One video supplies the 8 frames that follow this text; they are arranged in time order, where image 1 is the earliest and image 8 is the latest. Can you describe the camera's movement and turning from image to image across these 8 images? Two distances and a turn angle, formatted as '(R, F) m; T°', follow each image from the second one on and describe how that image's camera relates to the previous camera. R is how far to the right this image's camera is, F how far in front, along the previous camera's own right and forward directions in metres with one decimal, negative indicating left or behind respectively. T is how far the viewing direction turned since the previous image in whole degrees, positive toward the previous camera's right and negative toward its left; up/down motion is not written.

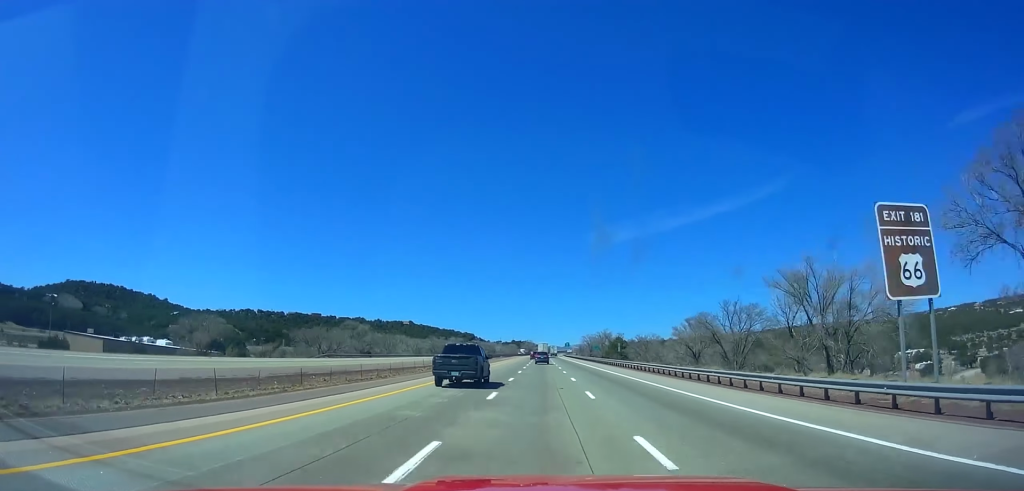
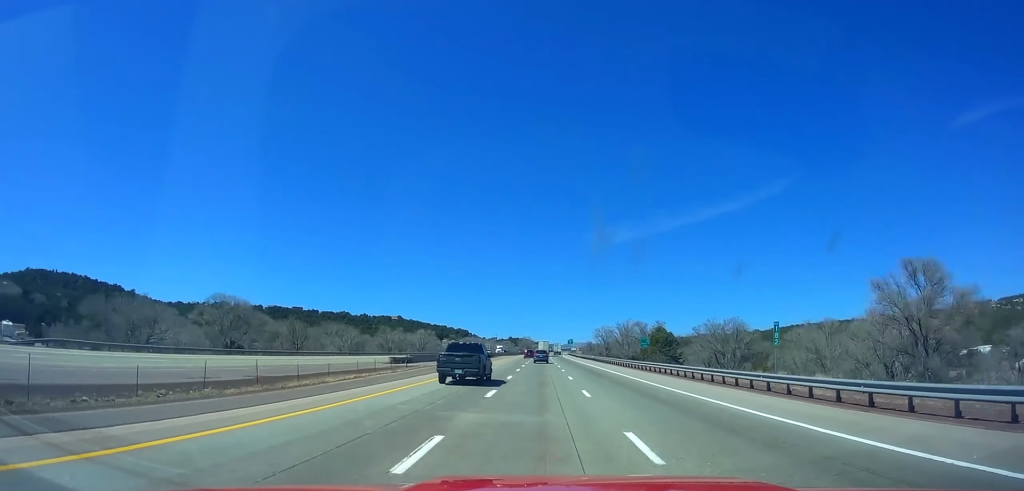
(+0.1, +59.4) m; 0°
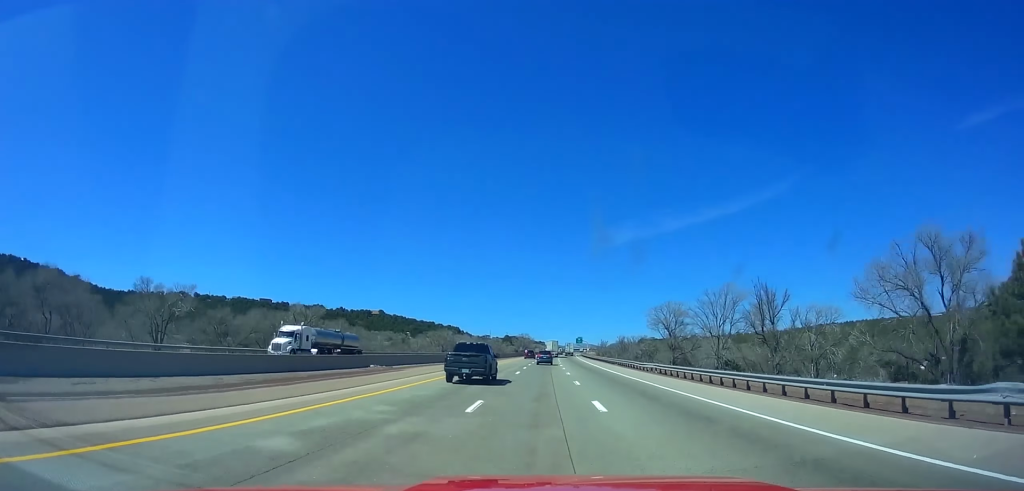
(0.0, +88.8) m; 0°
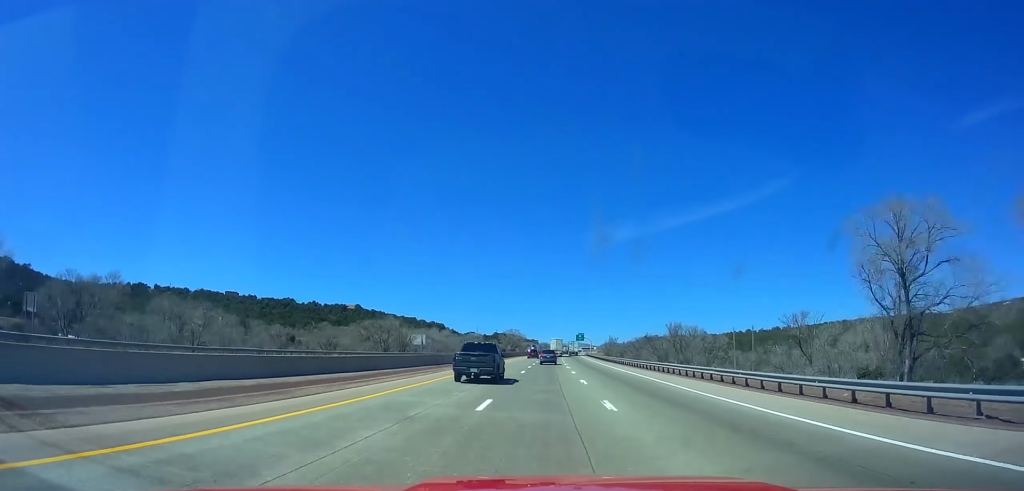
(-0.5, +58.8) m; +1°
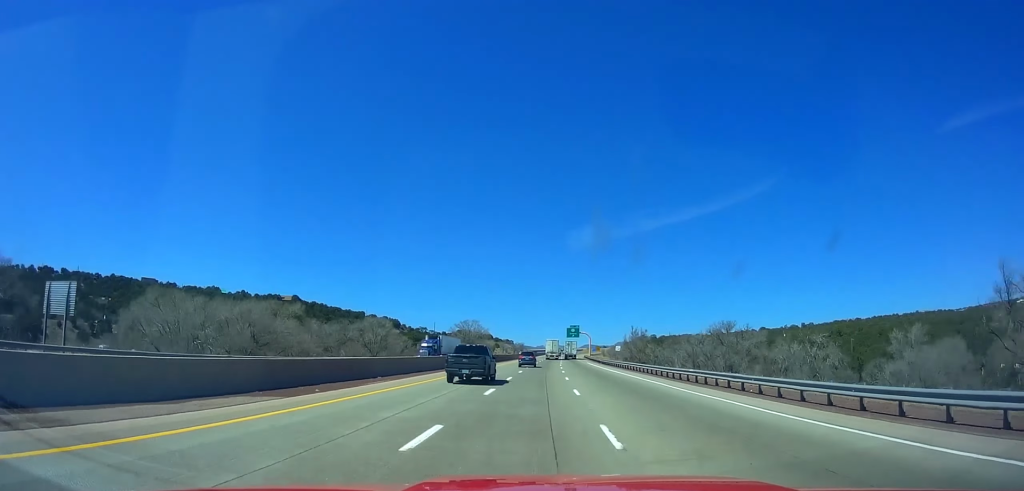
(+1.8, +103.5) m; +2°
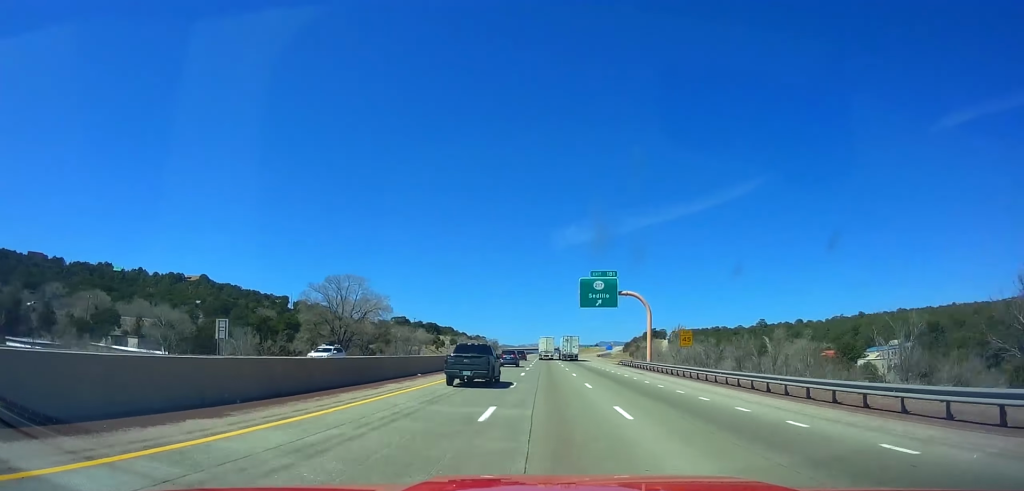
(+1.0, +114.9) m; +2°
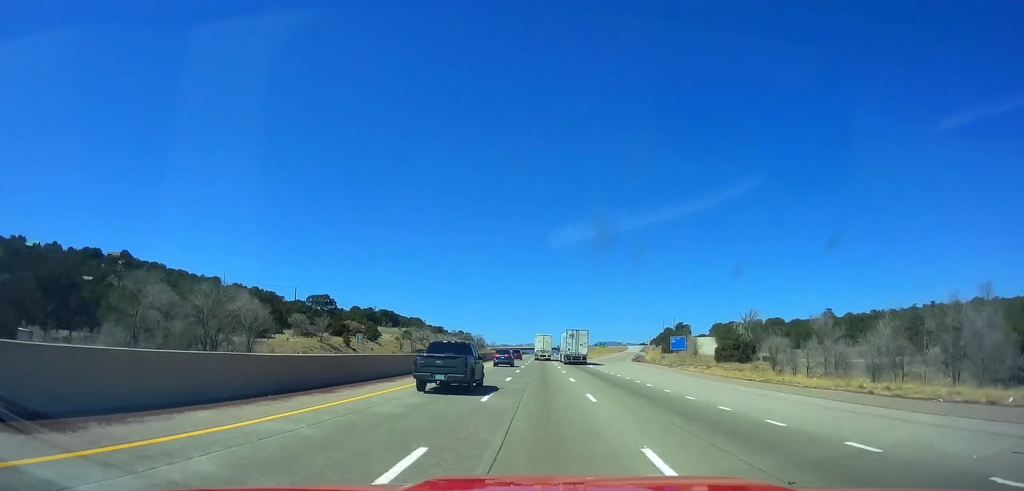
(+1.7, +78.5) m; +1°
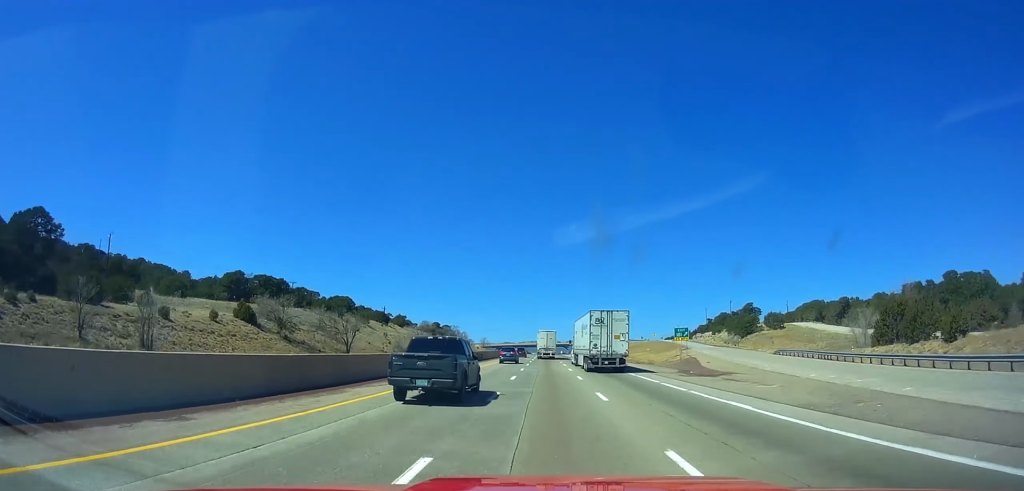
(+0.4, +98.7) m; 0°
